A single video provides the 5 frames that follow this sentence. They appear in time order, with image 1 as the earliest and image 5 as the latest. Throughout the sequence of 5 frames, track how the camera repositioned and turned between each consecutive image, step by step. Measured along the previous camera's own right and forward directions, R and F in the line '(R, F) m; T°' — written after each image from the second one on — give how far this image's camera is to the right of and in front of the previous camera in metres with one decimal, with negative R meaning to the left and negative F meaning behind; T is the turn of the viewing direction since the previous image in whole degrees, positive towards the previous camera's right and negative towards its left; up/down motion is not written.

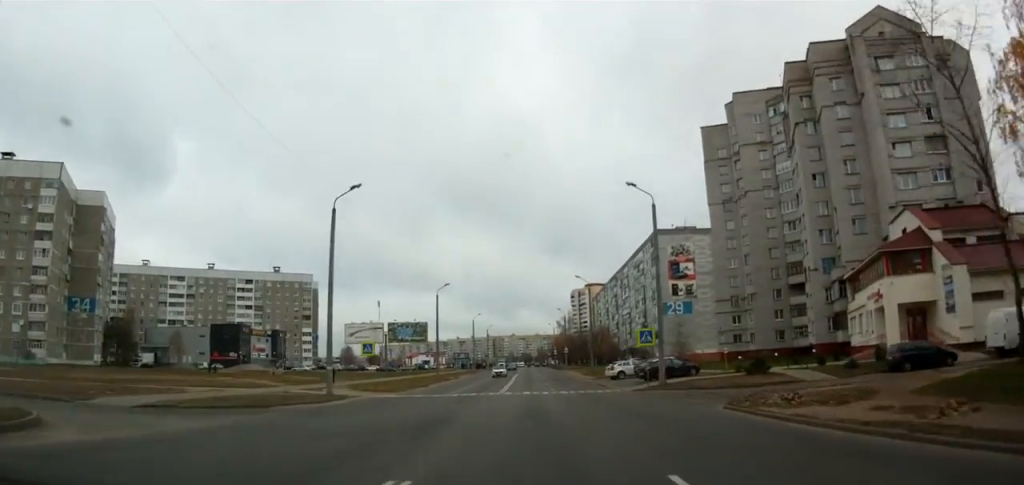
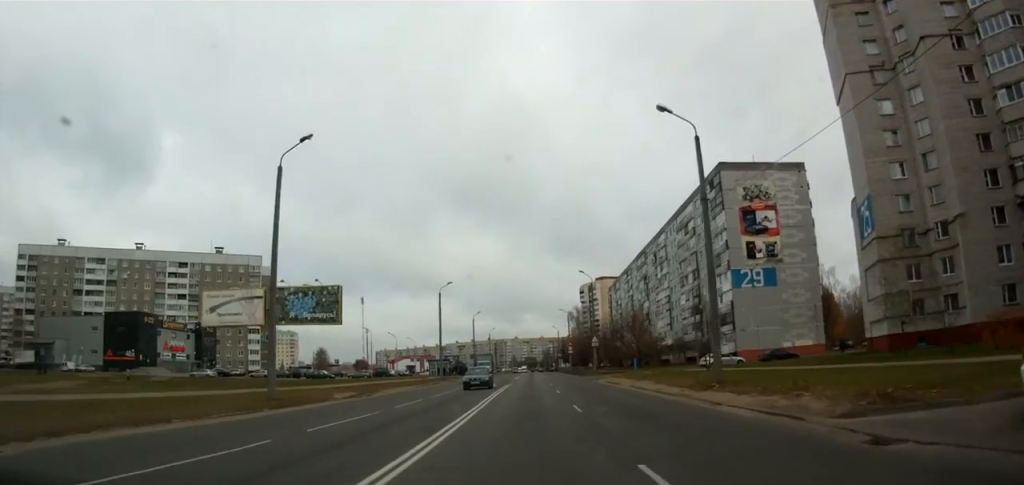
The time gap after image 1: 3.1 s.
(+0.4, +46.1) m; +2°
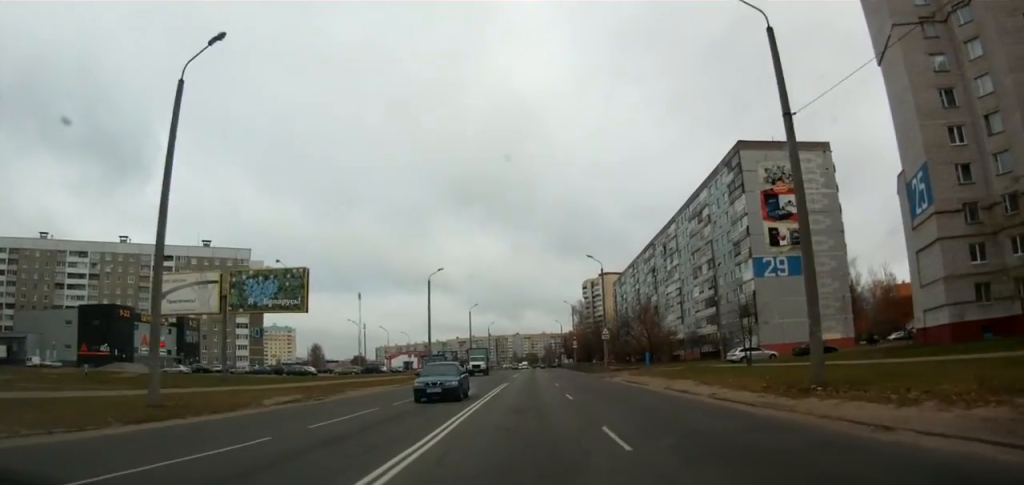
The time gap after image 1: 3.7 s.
(+0.3, +8.4) m; +1°
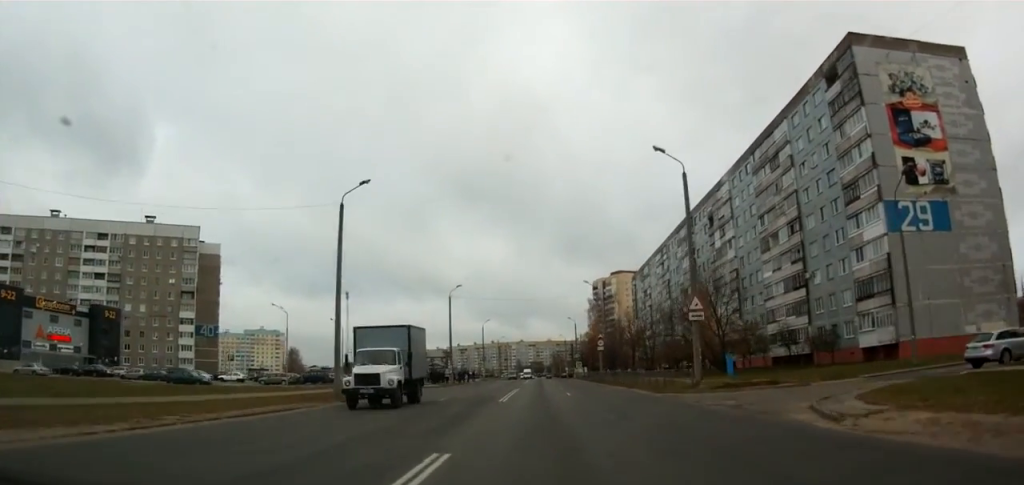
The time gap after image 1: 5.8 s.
(-0.2, +31.3) m; -1°
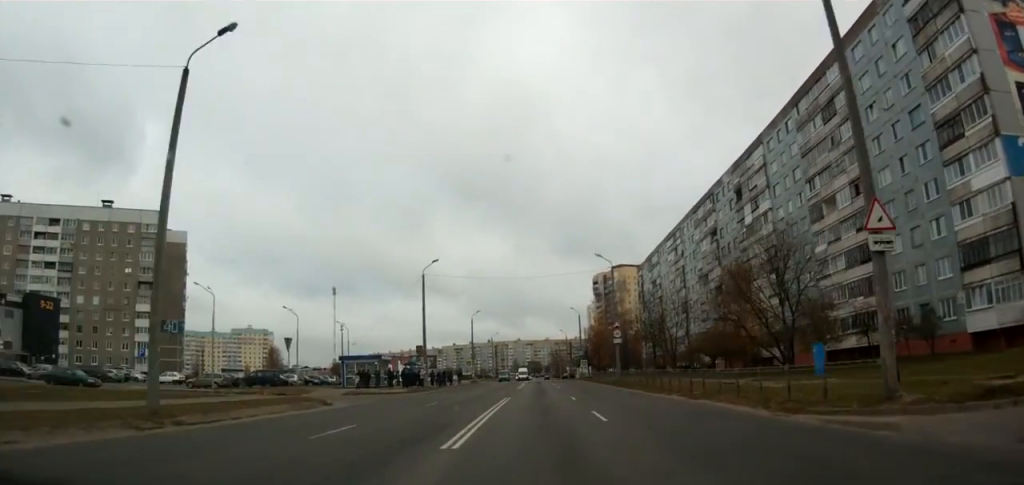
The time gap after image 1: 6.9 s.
(+0.2, +16.8) m; 0°
